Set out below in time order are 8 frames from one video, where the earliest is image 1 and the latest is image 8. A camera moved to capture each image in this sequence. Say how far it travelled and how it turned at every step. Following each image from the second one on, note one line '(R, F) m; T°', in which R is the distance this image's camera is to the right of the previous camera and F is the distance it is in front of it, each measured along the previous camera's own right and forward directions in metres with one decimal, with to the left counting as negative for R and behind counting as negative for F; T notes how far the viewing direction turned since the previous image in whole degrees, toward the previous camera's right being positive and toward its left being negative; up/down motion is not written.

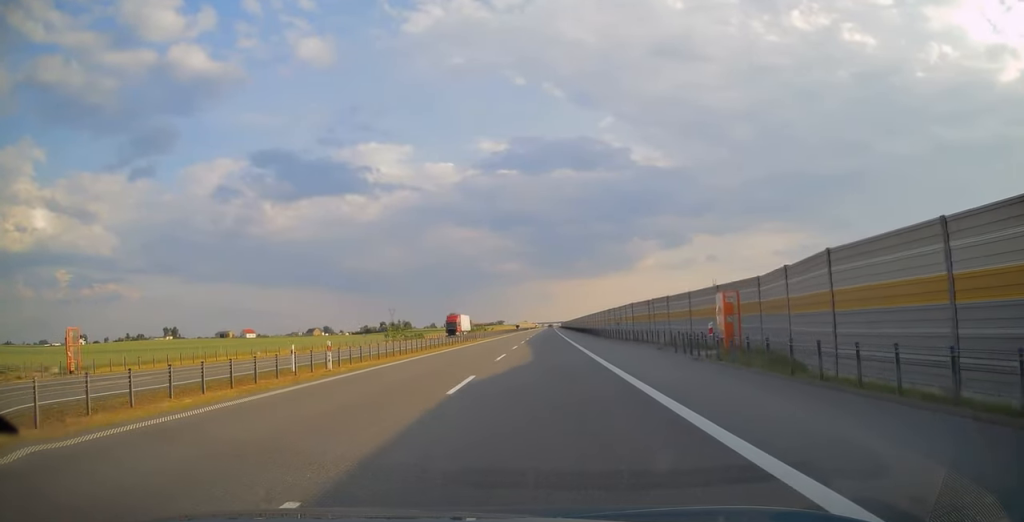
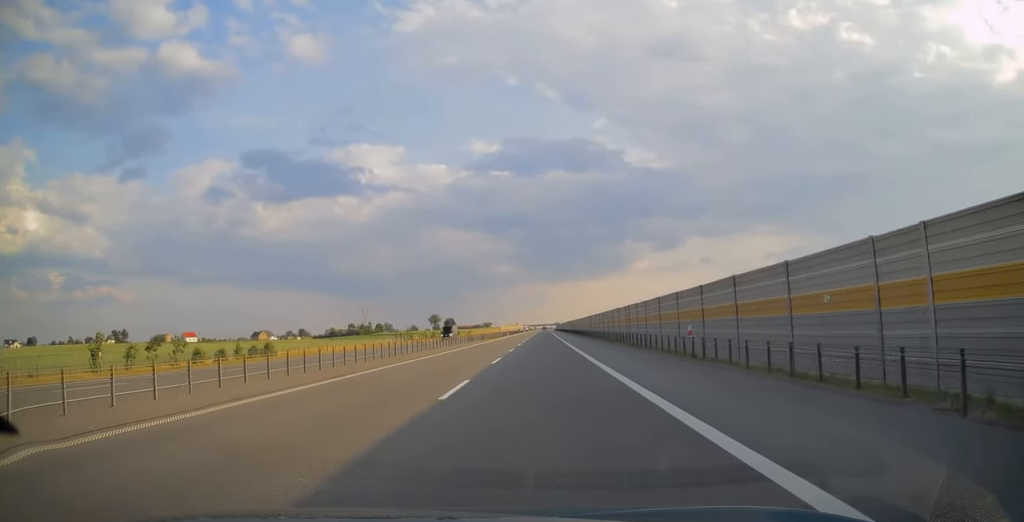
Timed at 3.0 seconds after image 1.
(-0.1, +96.5) m; 0°
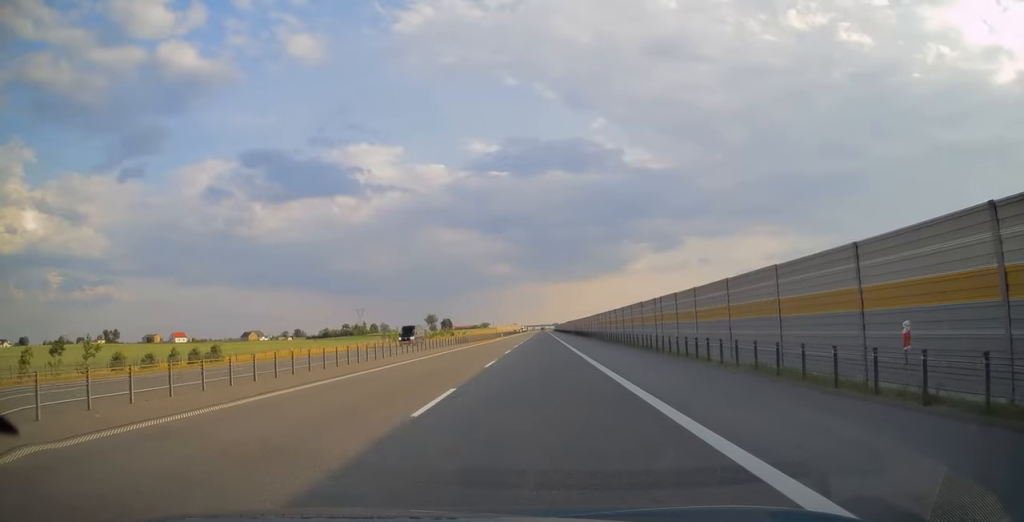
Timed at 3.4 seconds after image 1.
(0.0, +14.1) m; 0°
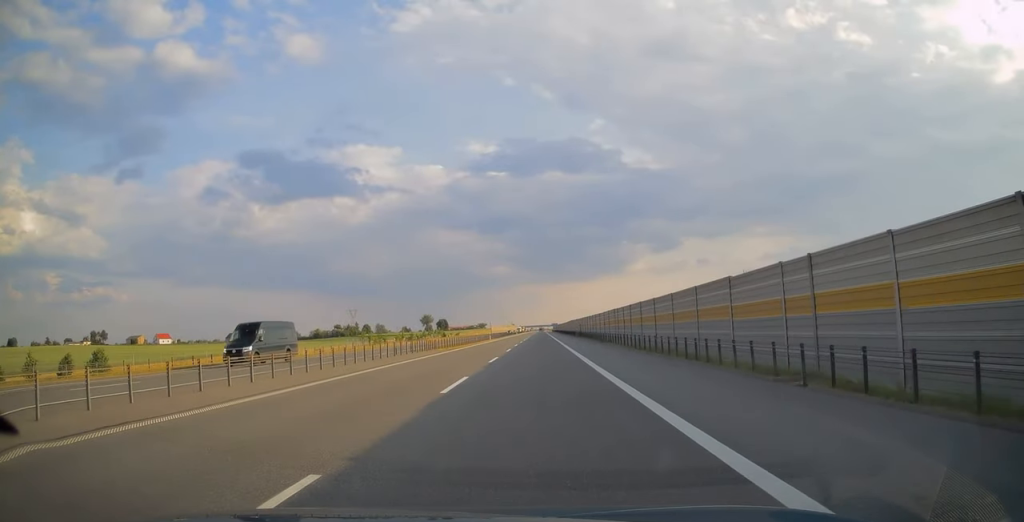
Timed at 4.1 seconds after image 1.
(0.0, +20.6) m; 0°
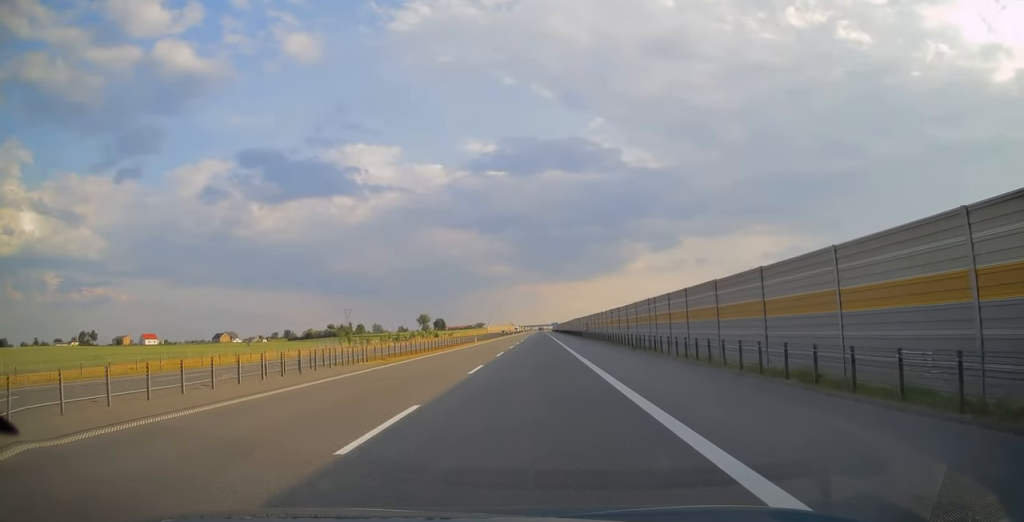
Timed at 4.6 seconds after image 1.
(+0.1, +18.6) m; 0°
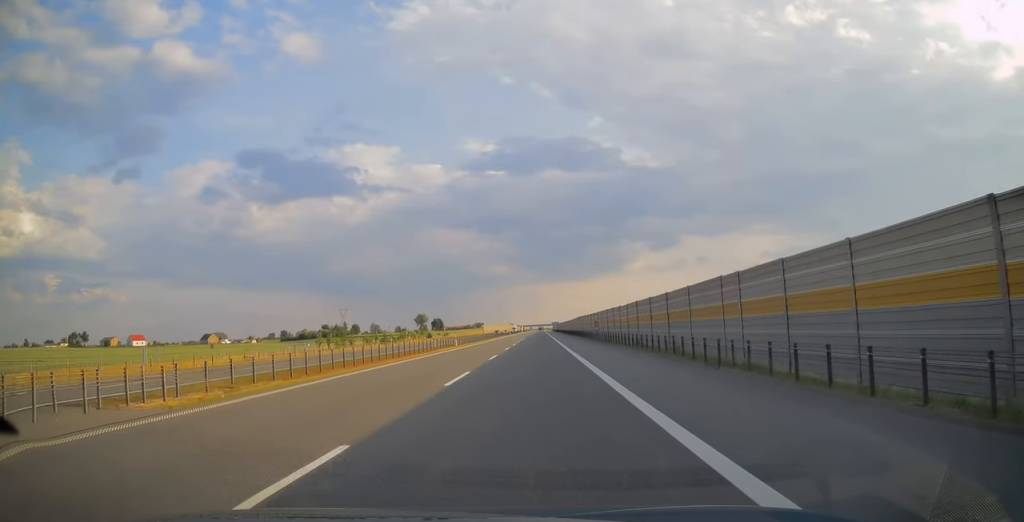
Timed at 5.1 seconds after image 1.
(0.0, +15.9) m; 0°
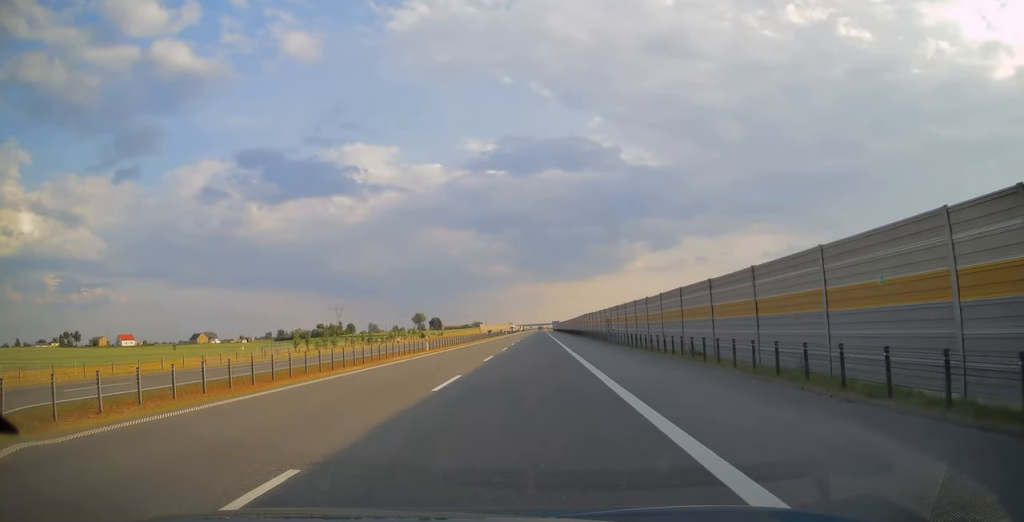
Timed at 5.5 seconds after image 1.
(0.0, +13.7) m; 0°
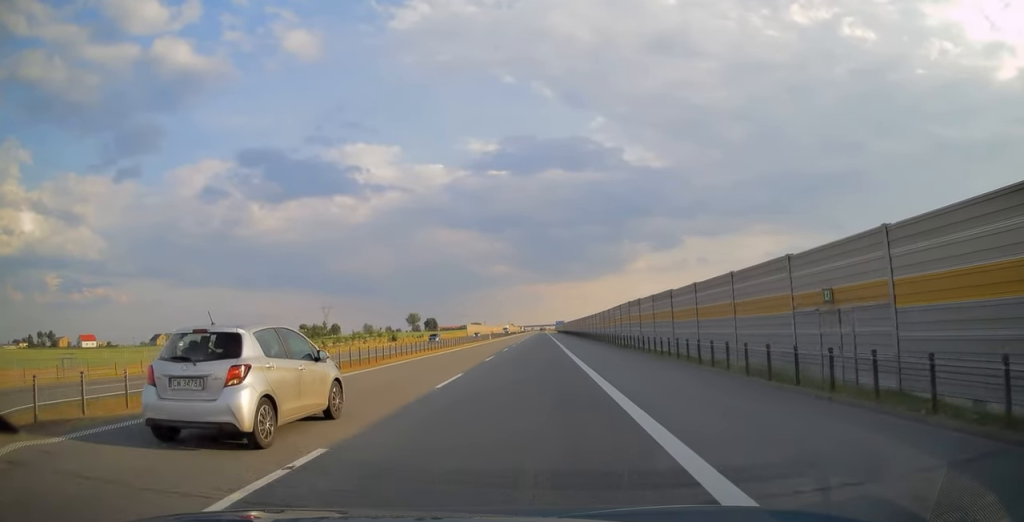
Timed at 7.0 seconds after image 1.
(+0.1, +47.0) m; 0°
